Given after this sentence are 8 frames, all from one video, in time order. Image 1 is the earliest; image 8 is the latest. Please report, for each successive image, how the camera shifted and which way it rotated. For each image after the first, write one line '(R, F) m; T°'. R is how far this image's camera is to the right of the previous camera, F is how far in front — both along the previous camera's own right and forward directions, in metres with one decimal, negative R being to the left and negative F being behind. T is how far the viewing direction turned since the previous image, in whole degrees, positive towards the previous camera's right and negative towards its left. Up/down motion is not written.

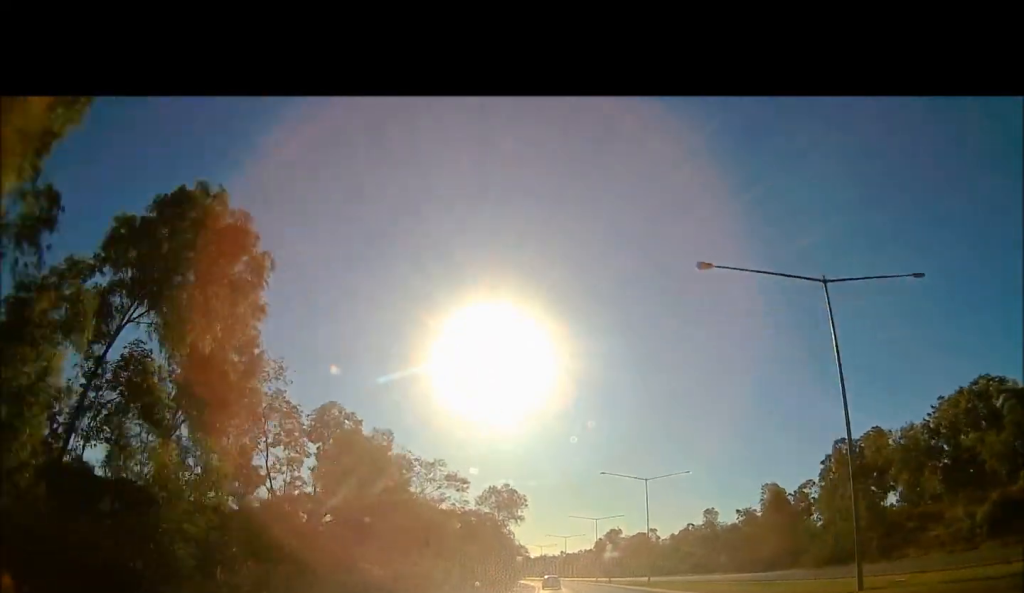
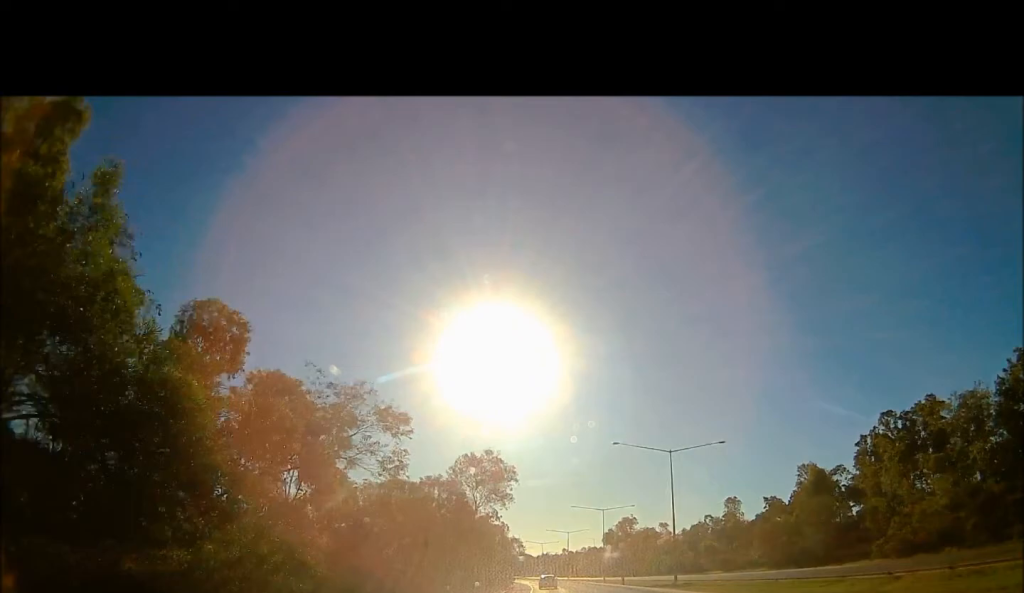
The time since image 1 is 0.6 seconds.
(-0.7, +15.3) m; 0°
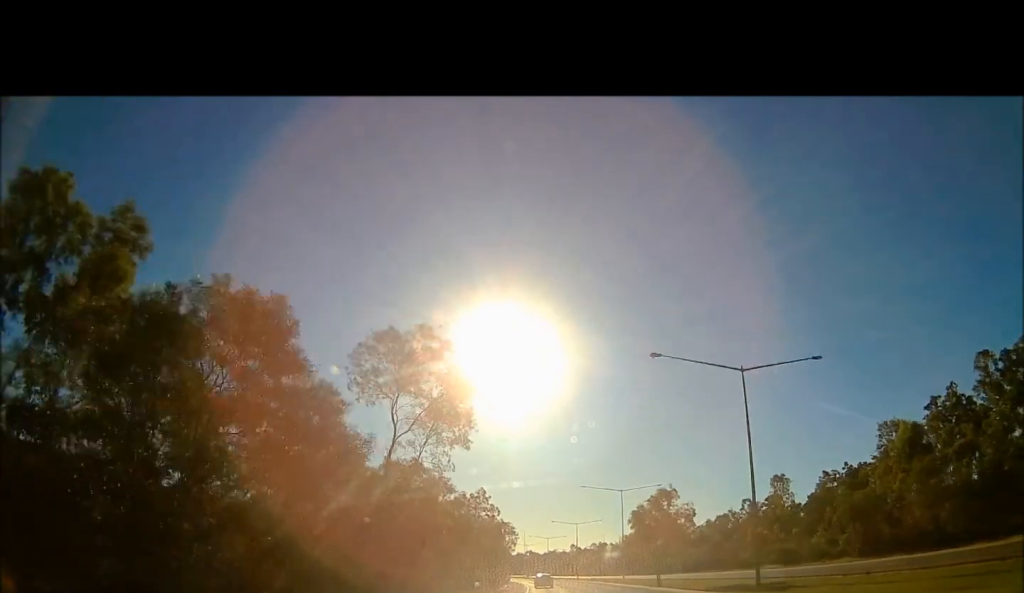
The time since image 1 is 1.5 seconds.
(0.0, +22.2) m; 0°
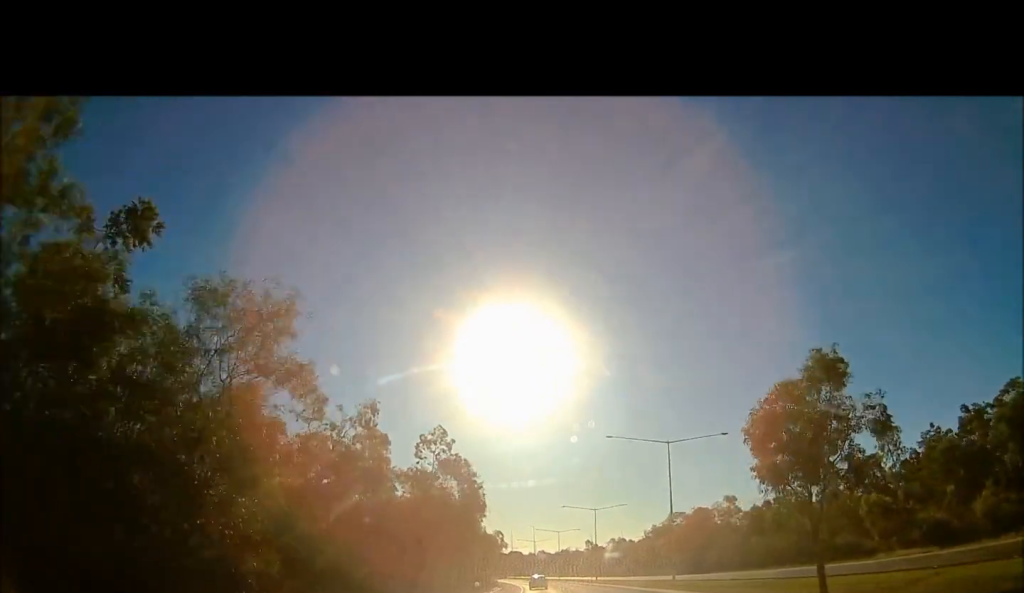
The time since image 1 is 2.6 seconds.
(-0.1, +30.1) m; -1°
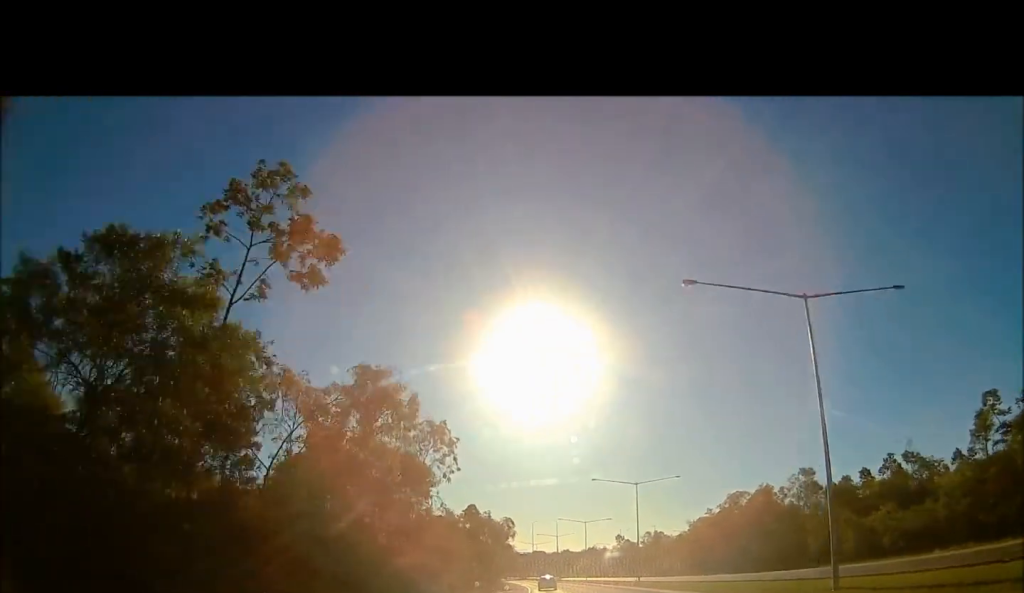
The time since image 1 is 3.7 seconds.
(-0.2, +27.9) m; -1°
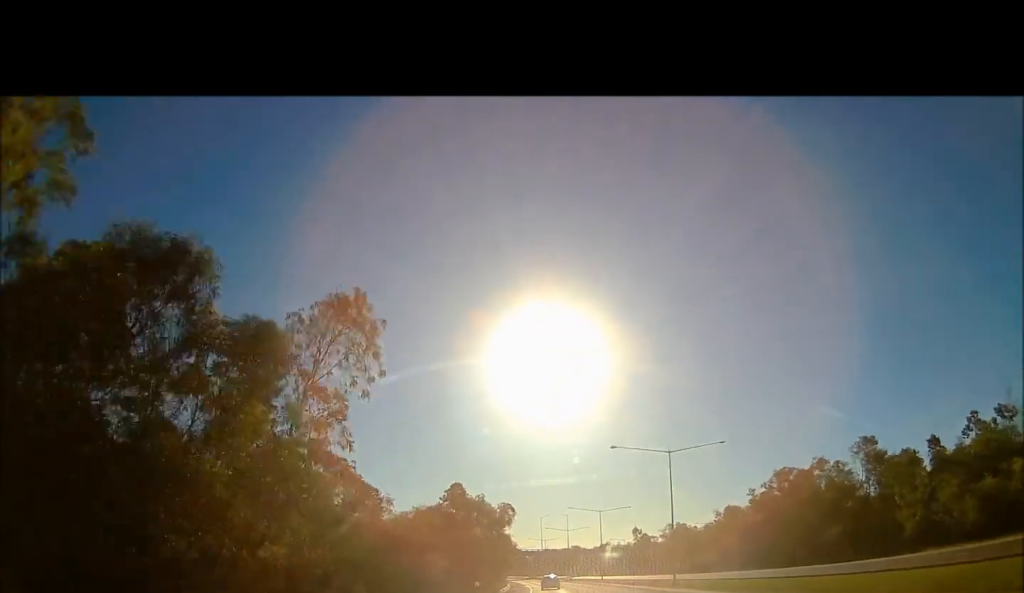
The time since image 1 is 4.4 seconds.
(0.0, +17.5) m; -1°
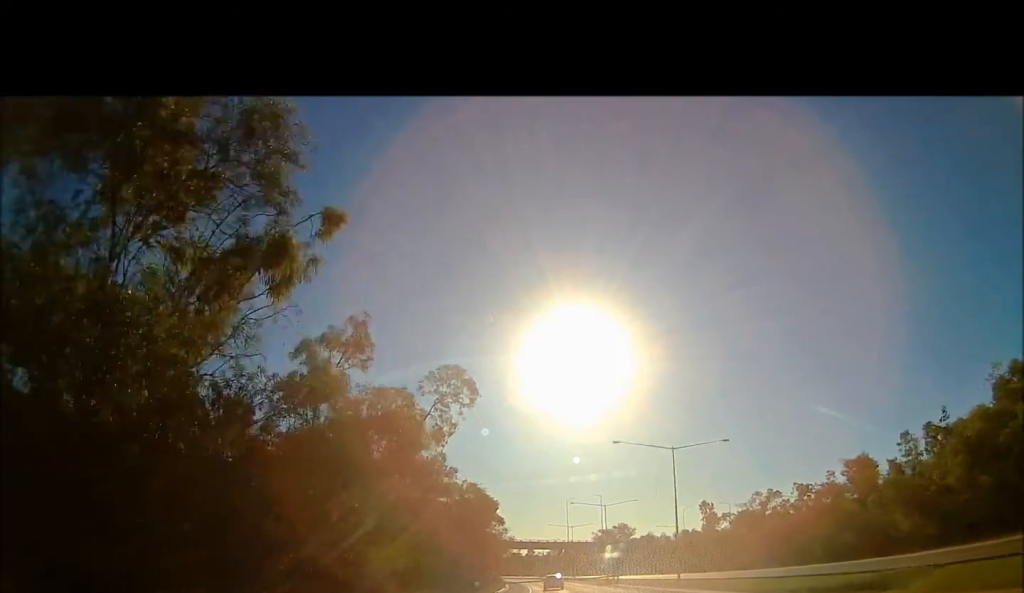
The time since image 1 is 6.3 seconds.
(-2.1, +52.1) m; -3°
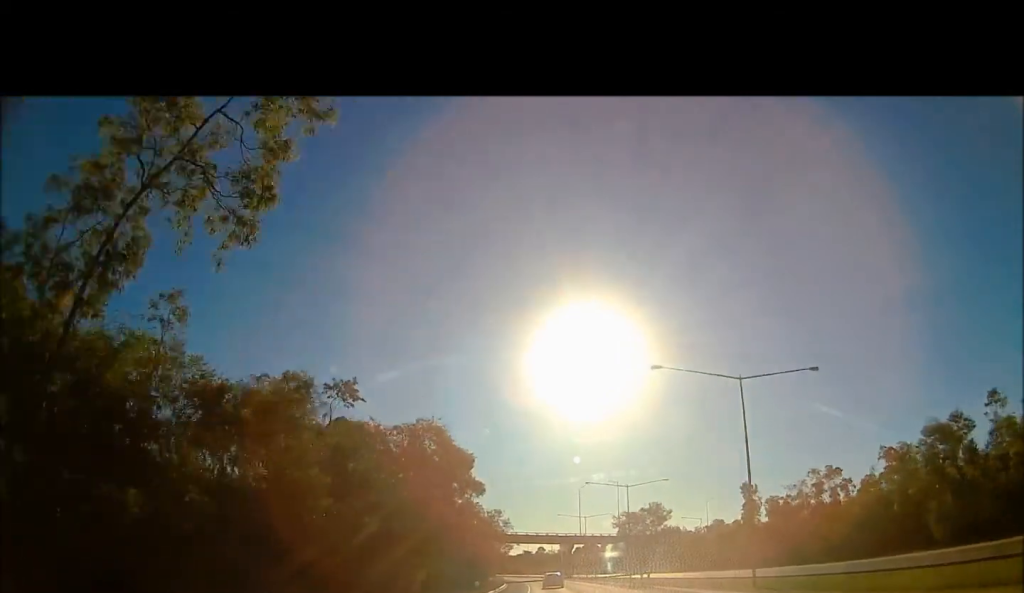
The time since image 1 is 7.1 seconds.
(0.0, +19.7) m; 0°
